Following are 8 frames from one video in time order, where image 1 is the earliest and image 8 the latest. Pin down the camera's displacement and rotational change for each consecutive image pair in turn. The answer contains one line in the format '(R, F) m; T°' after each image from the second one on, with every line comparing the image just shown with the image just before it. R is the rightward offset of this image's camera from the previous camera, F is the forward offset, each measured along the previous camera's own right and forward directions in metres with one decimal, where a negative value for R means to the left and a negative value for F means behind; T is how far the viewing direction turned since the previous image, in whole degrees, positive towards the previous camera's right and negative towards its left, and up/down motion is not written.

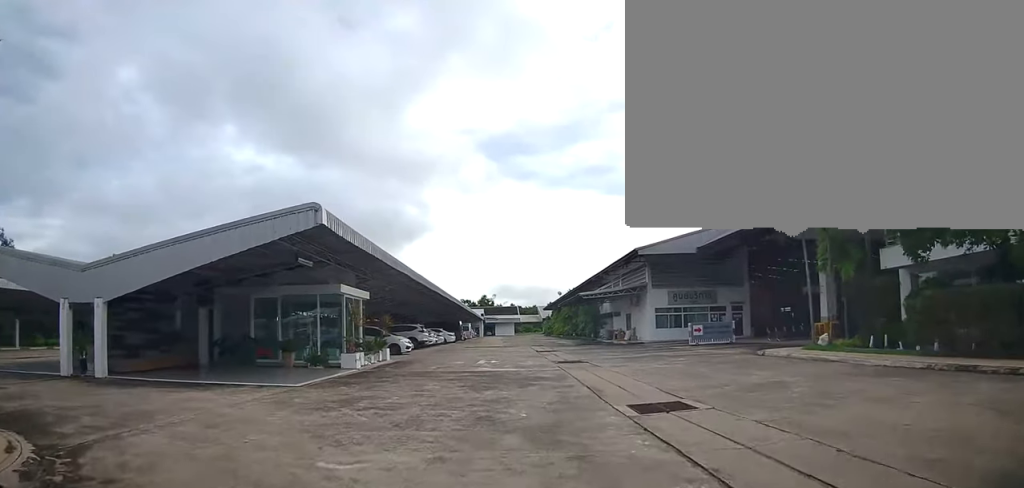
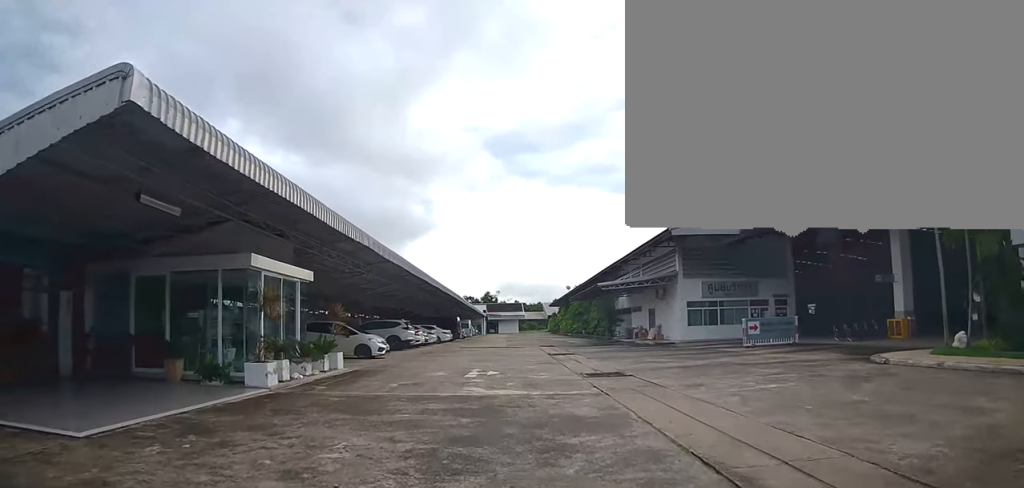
(-0.2, +7.3) m; 0°
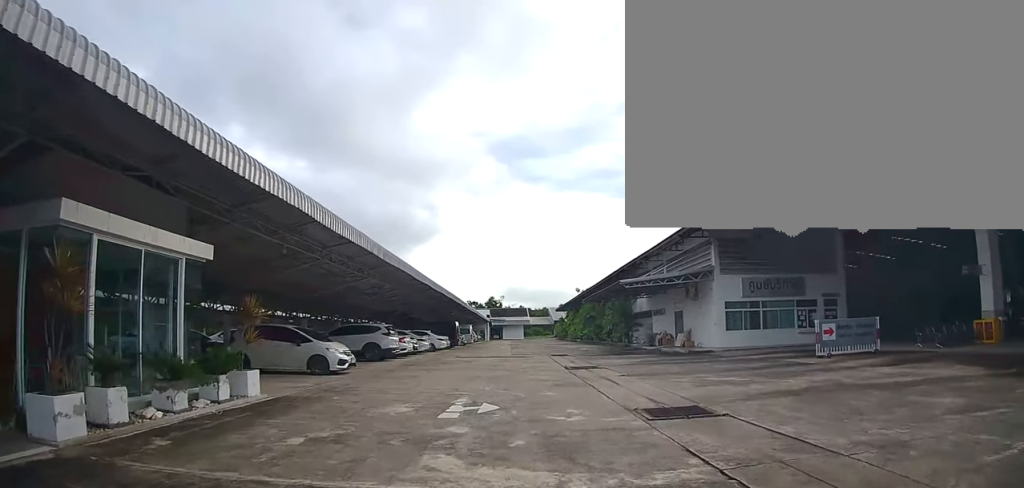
(+0.2, +6.3) m; +3°
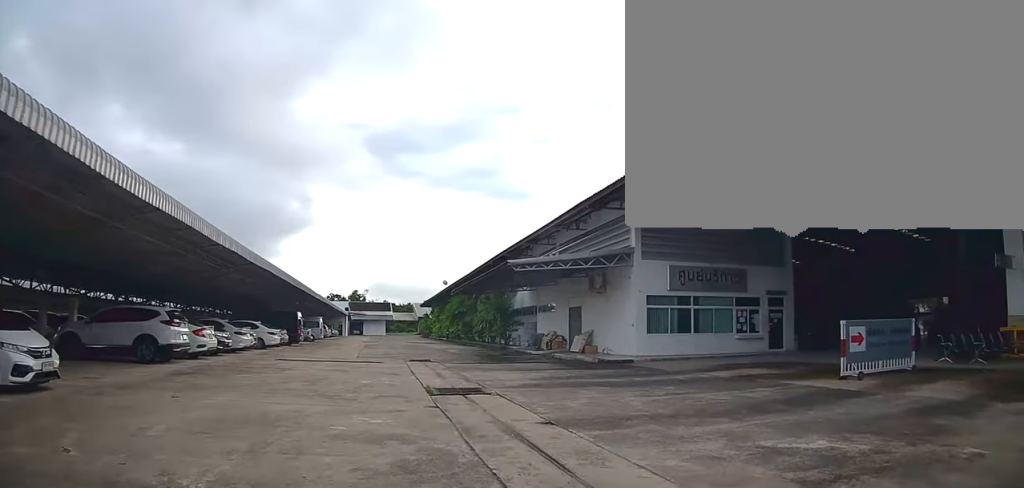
(+0.5, +9.0) m; +14°
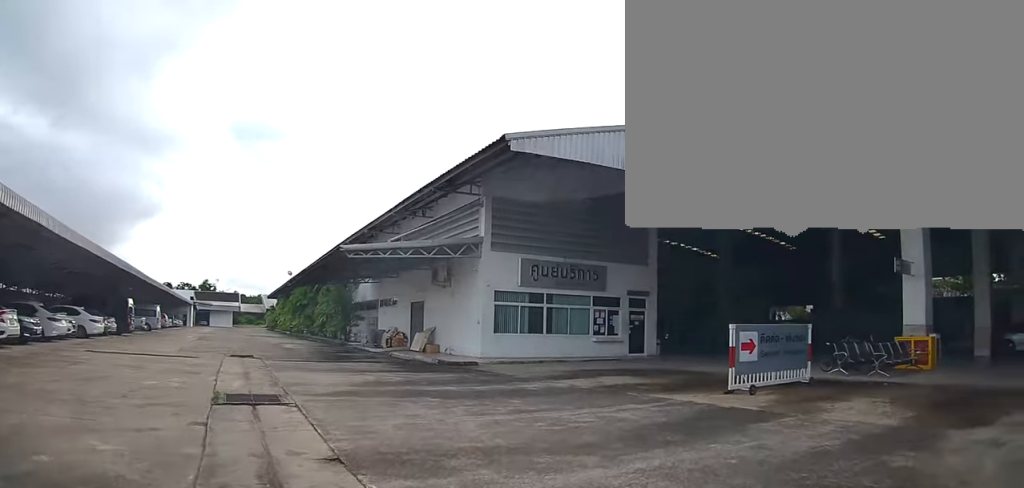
(+0.1, +2.5) m; +13°
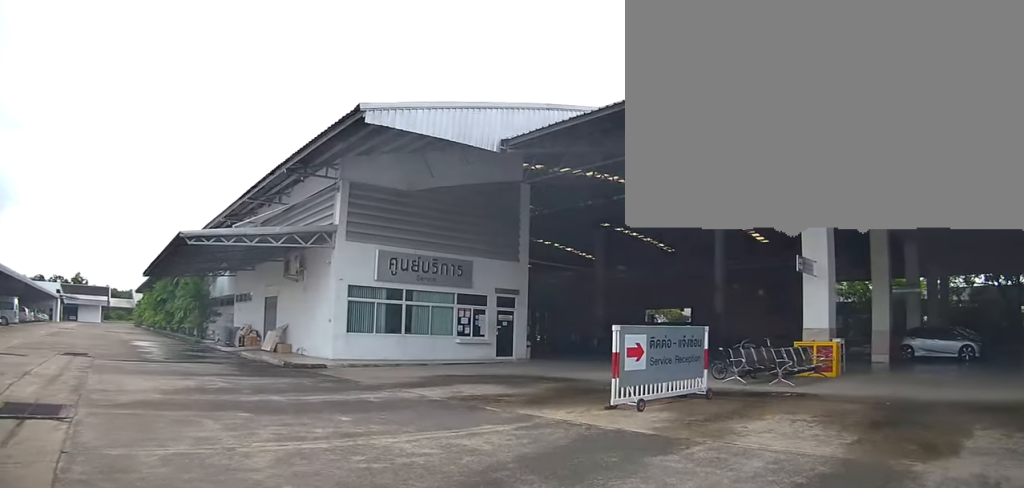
(+0.4, +2.1) m; +9°
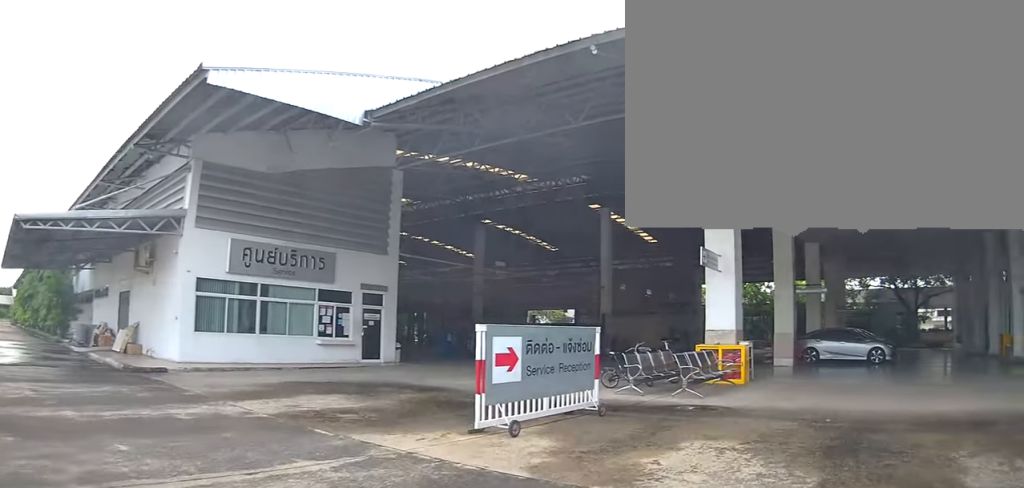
(+0.2, +2.2) m; +9°
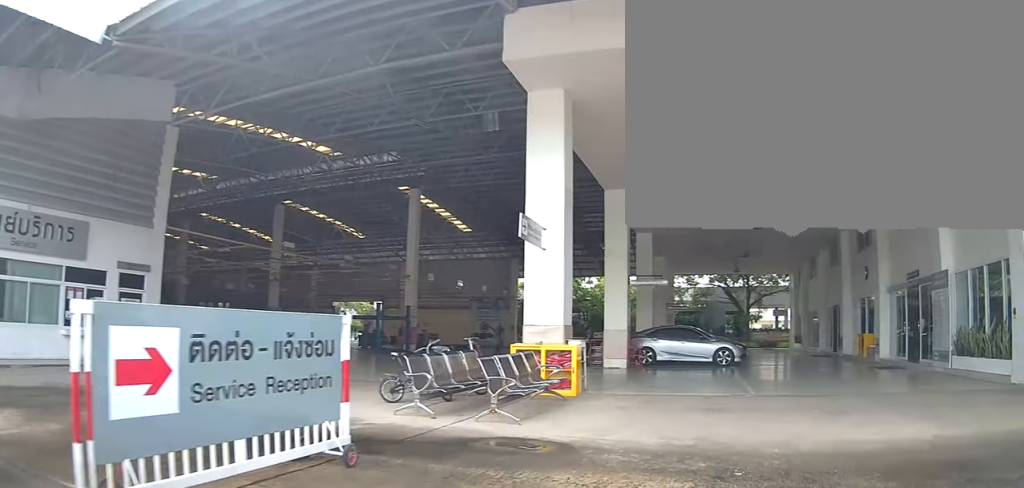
(+0.5, +3.9) m; +21°
